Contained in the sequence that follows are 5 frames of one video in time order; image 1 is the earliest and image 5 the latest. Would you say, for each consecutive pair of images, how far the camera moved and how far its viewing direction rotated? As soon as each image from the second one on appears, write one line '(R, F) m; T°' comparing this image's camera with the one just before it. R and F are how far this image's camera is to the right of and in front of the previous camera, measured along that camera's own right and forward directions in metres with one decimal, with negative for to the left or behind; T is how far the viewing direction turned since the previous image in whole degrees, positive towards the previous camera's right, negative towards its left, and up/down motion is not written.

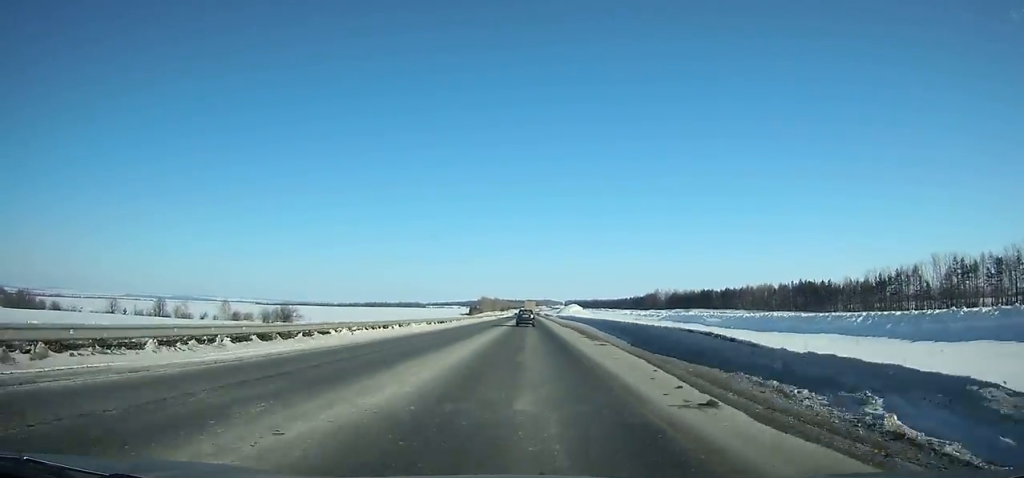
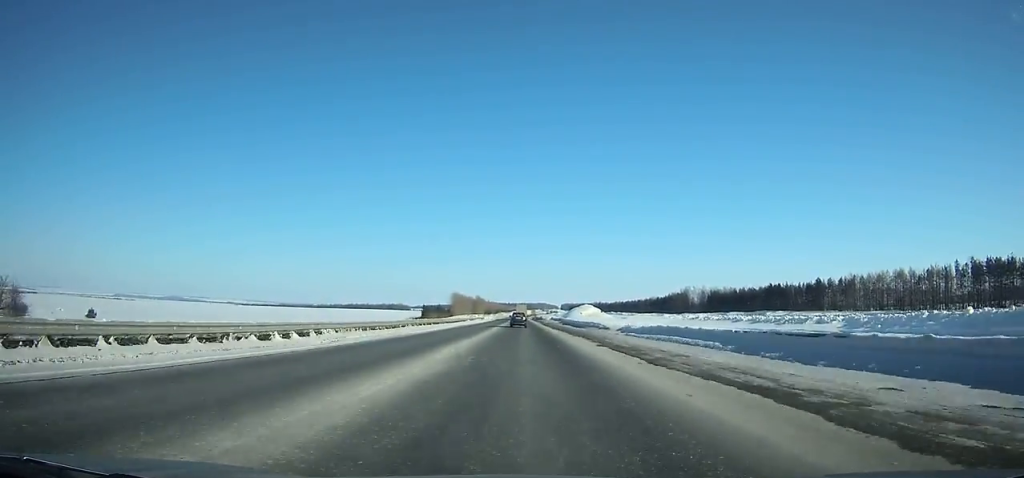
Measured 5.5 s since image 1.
(-0.1, +125.2) m; 0°
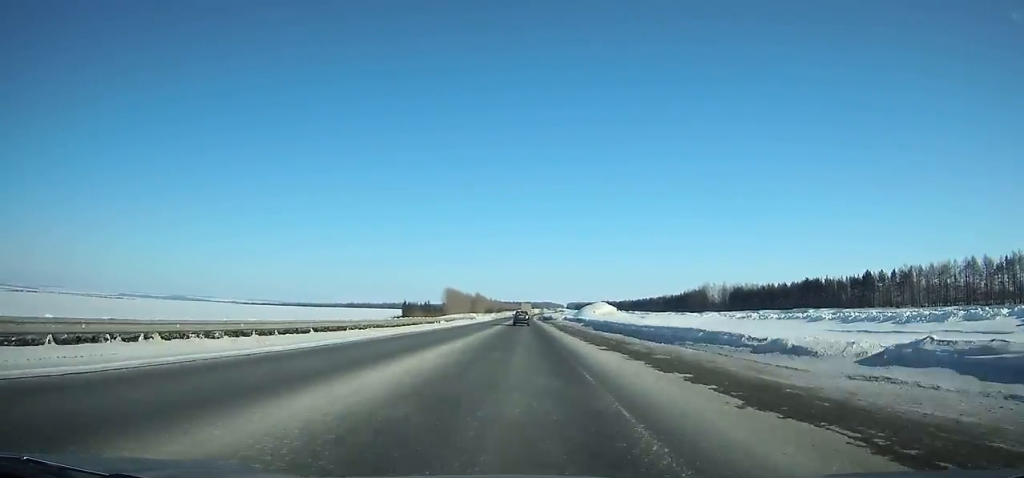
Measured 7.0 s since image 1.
(+0.2, +34.8) m; 0°
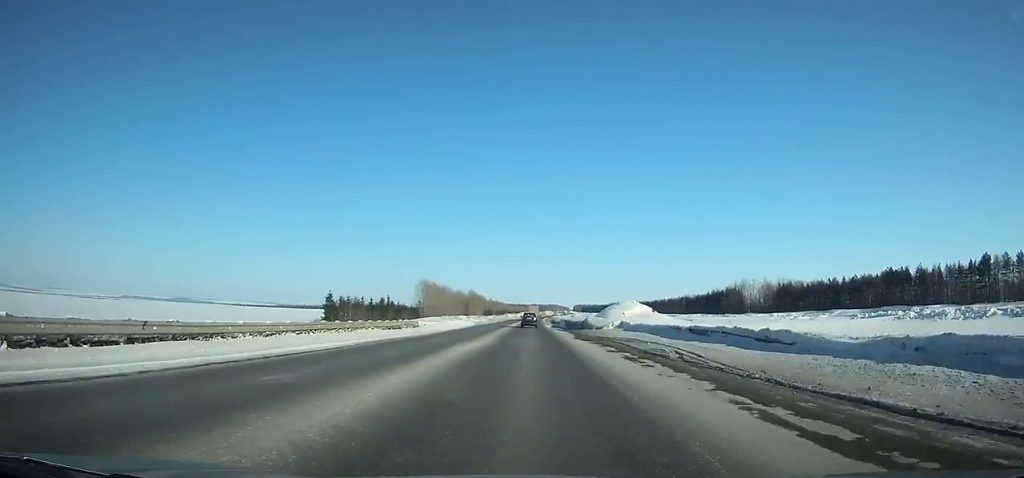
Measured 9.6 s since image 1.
(-0.3, +61.3) m; 0°
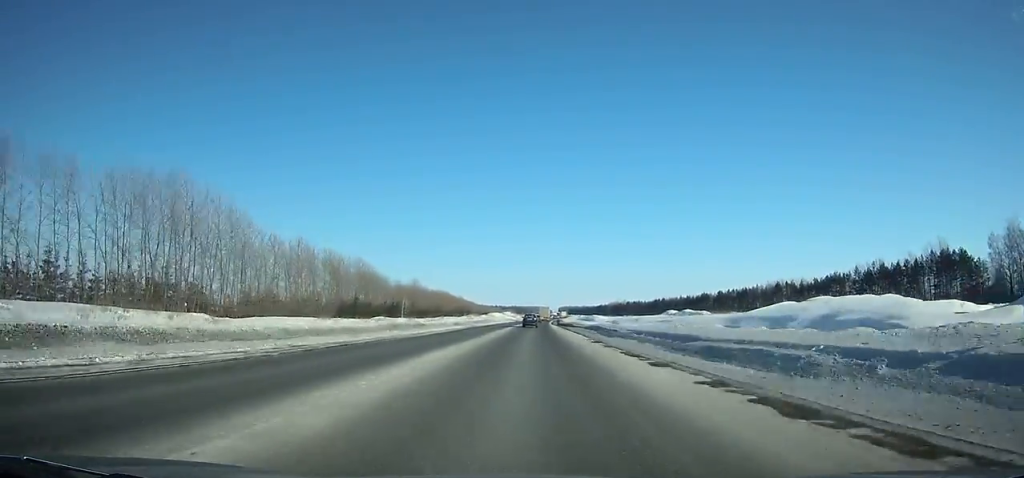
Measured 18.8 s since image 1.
(+2.4, +219.0) m; +2°
